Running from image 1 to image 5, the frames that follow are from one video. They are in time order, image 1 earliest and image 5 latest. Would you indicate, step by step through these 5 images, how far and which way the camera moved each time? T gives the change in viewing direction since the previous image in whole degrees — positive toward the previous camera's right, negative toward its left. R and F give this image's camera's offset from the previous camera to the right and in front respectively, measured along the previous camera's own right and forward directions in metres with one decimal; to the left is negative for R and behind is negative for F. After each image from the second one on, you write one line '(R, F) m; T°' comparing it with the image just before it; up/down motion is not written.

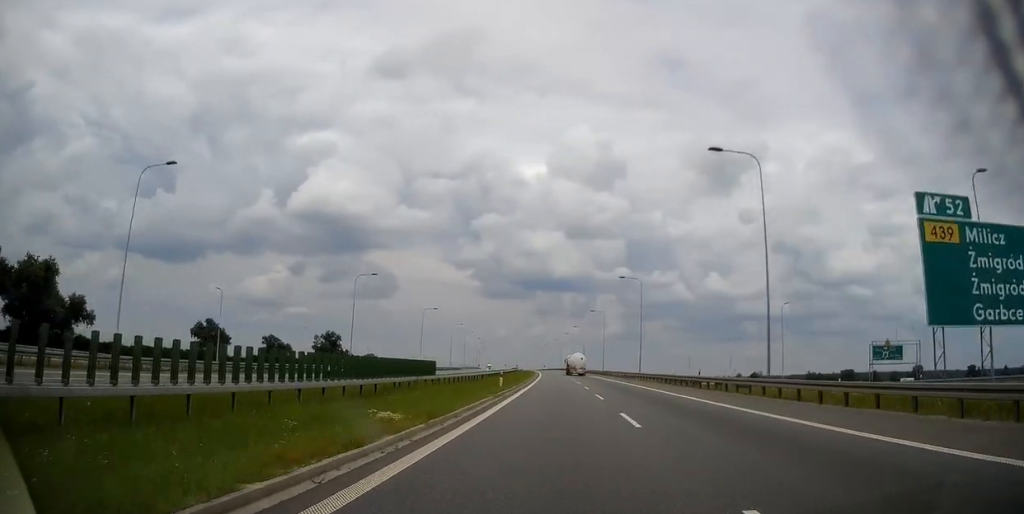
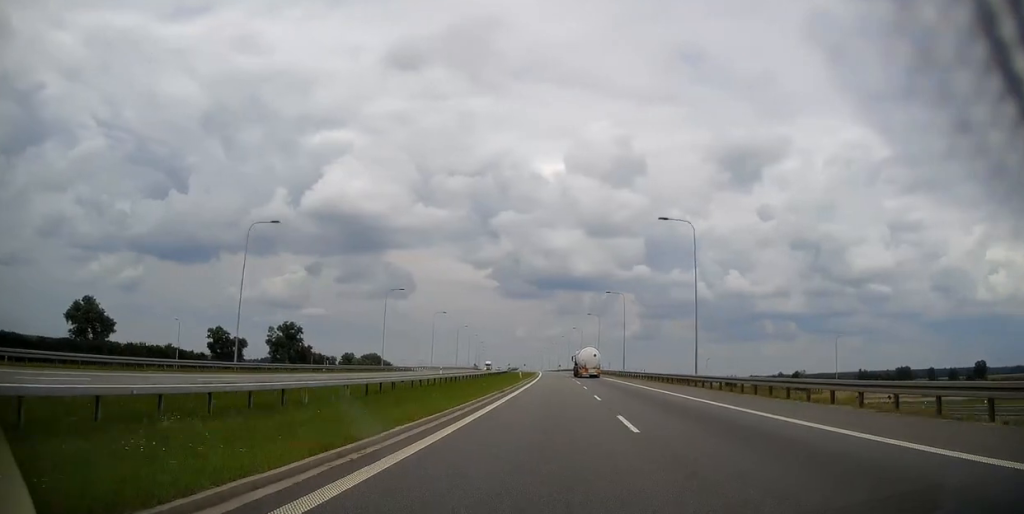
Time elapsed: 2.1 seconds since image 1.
(-0.8, +73.3) m; -2°
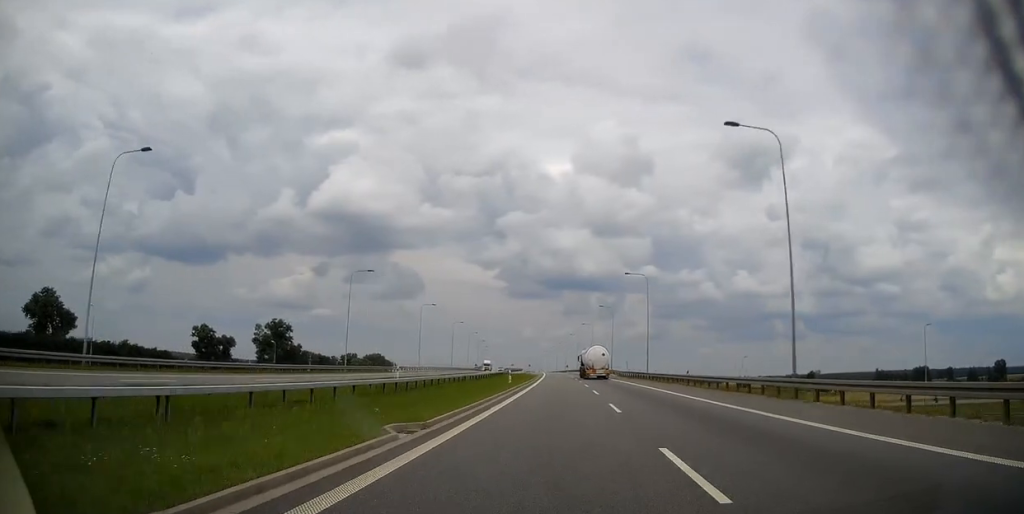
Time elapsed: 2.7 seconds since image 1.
(-0.1, +18.3) m; -1°
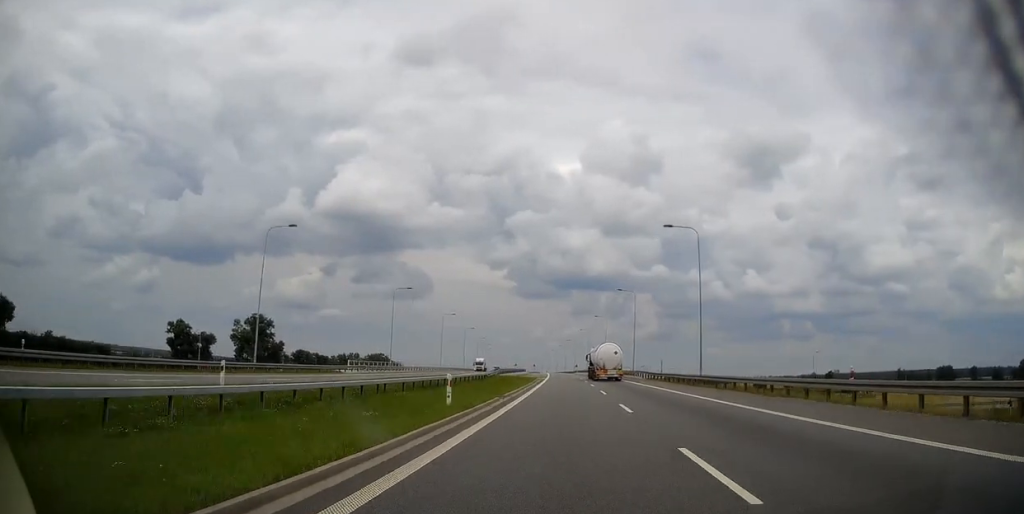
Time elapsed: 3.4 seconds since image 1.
(-0.2, +24.0) m; -1°
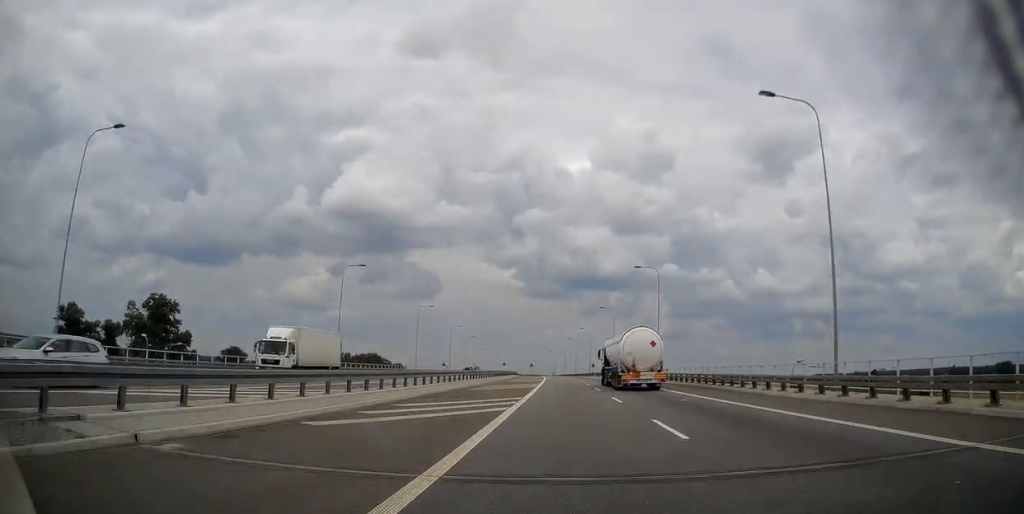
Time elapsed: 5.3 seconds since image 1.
(-0.7, +66.6) m; -1°
